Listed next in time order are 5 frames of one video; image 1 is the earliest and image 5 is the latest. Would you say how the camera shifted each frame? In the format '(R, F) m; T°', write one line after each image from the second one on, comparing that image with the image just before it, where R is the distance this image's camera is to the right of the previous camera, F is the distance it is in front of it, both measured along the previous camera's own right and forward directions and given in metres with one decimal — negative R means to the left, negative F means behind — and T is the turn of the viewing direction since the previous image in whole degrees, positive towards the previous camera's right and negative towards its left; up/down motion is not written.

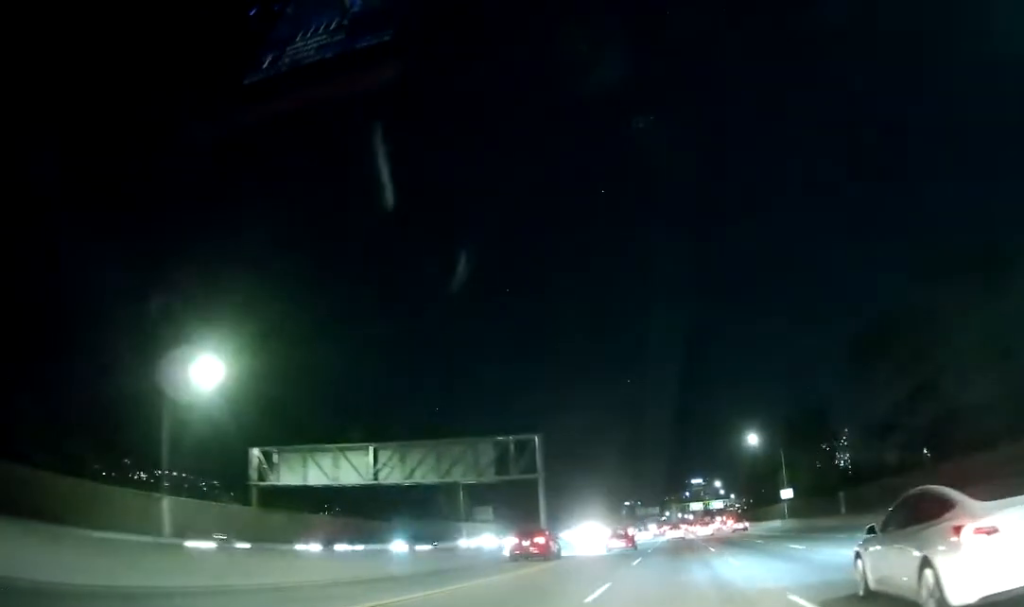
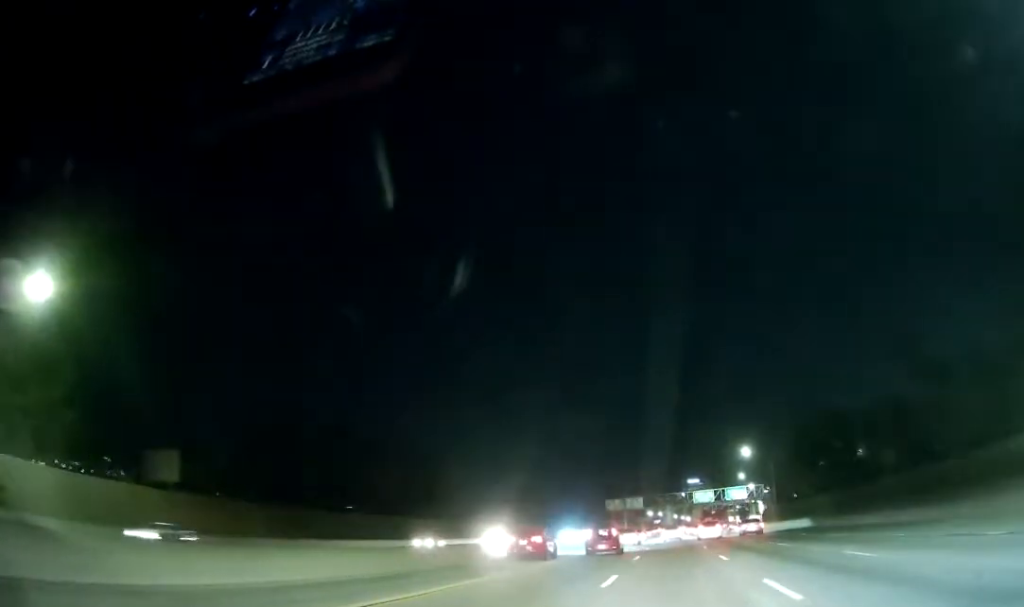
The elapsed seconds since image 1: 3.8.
(-0.2, +97.5) m; 0°
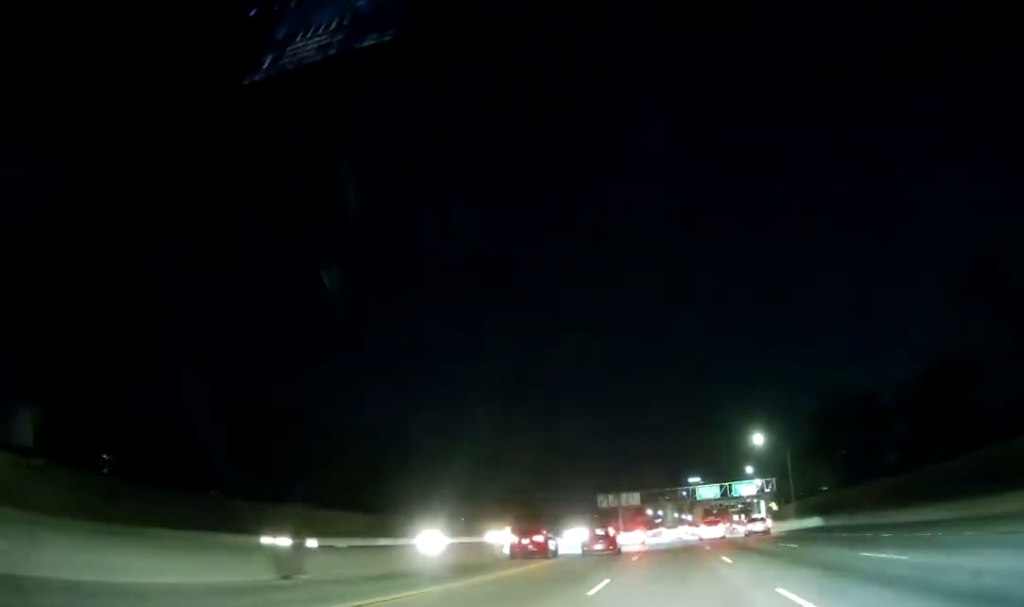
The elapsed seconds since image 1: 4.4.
(0.0, +16.4) m; 0°
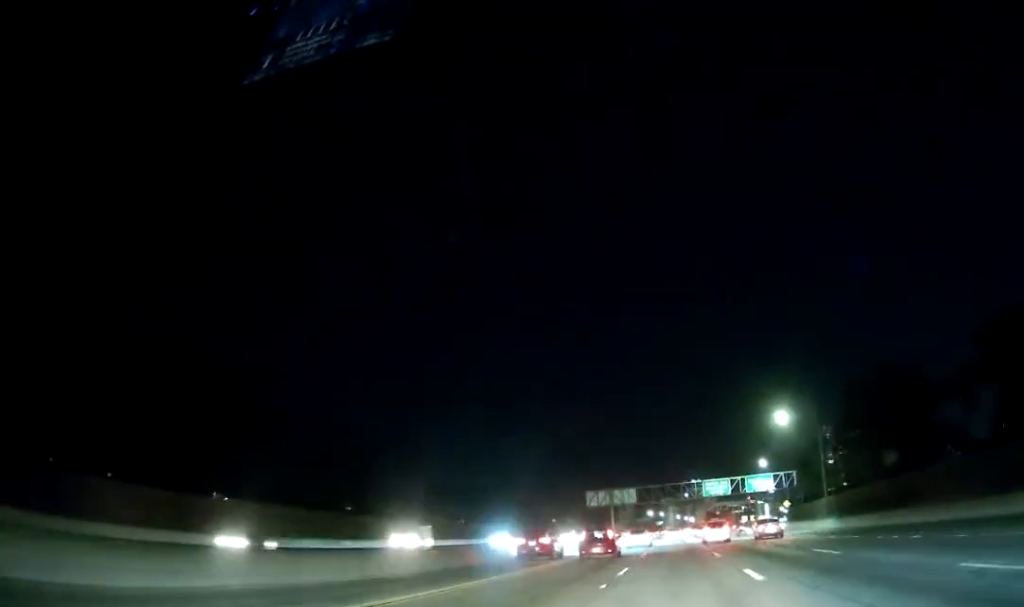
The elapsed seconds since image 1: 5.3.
(+0.1, +22.2) m; -1°
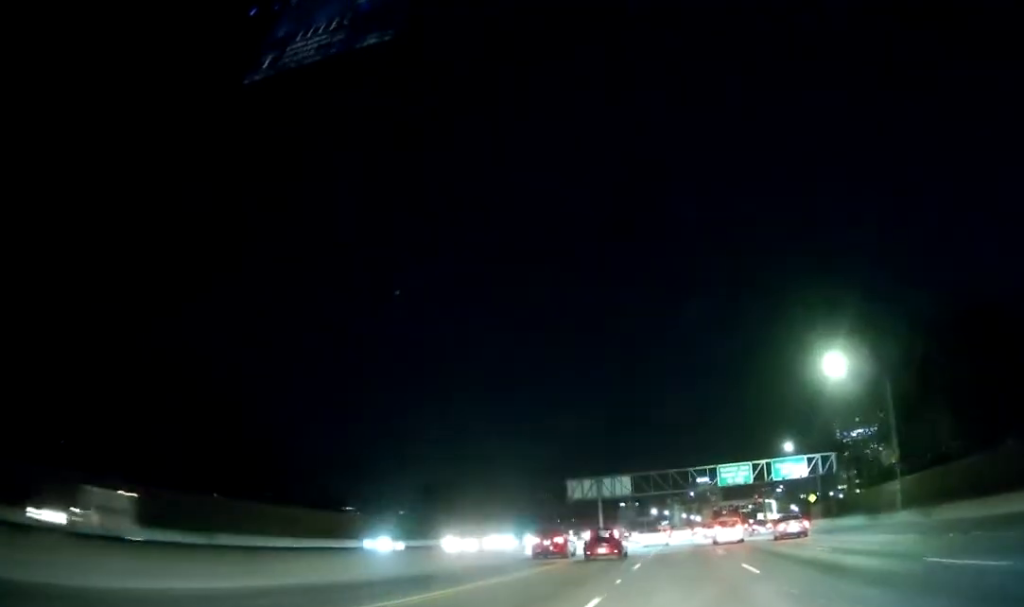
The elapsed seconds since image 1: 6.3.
(-0.3, +25.9) m; 0°
